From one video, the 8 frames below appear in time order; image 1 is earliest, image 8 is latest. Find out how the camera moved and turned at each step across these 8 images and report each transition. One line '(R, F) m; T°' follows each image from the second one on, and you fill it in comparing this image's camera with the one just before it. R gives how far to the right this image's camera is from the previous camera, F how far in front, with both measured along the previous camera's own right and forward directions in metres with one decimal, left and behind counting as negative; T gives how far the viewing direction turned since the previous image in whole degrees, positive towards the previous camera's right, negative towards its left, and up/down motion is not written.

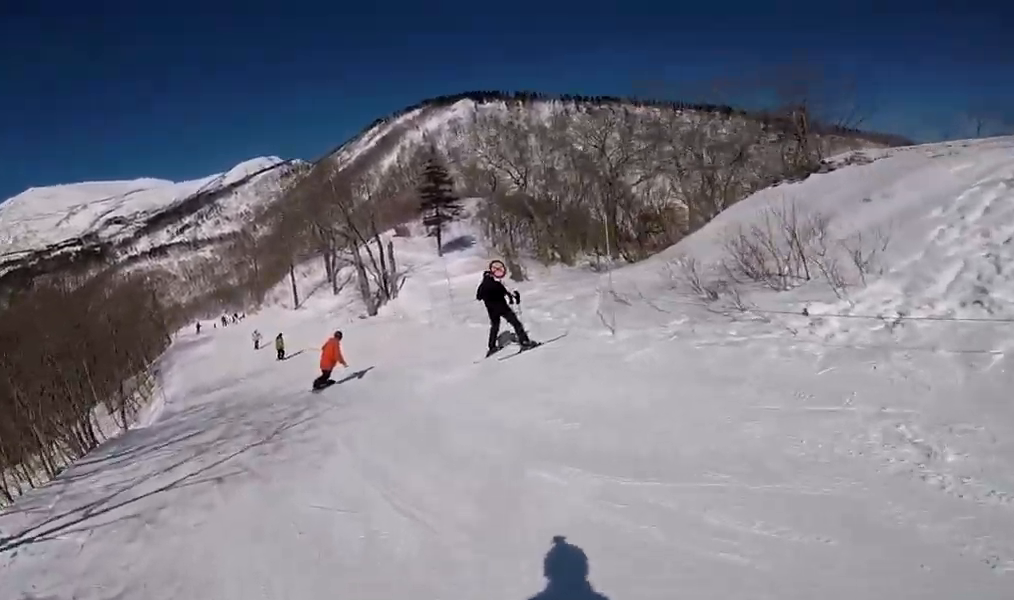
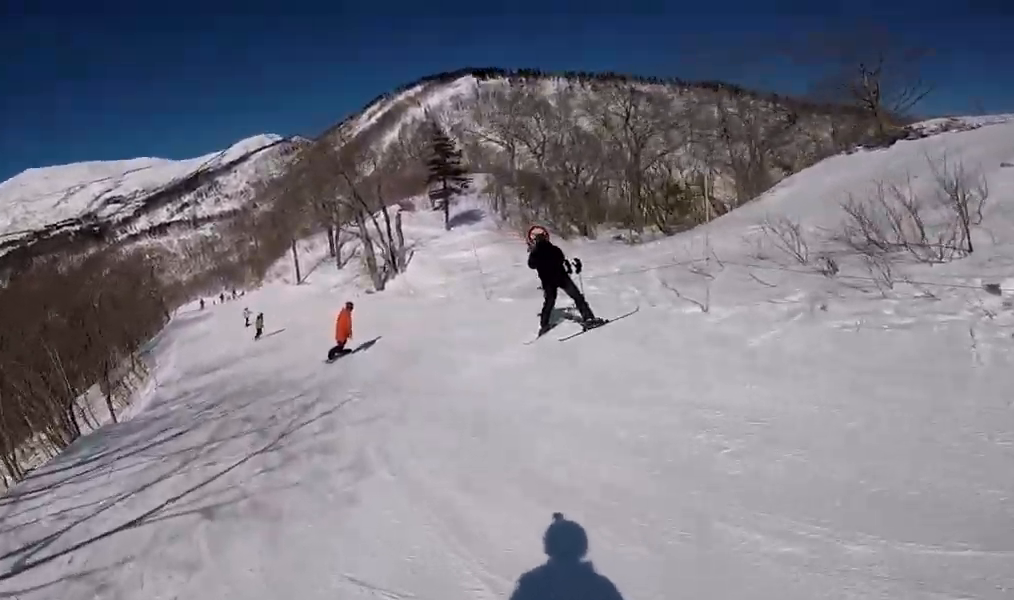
(0.0, +1.9) m; -2°
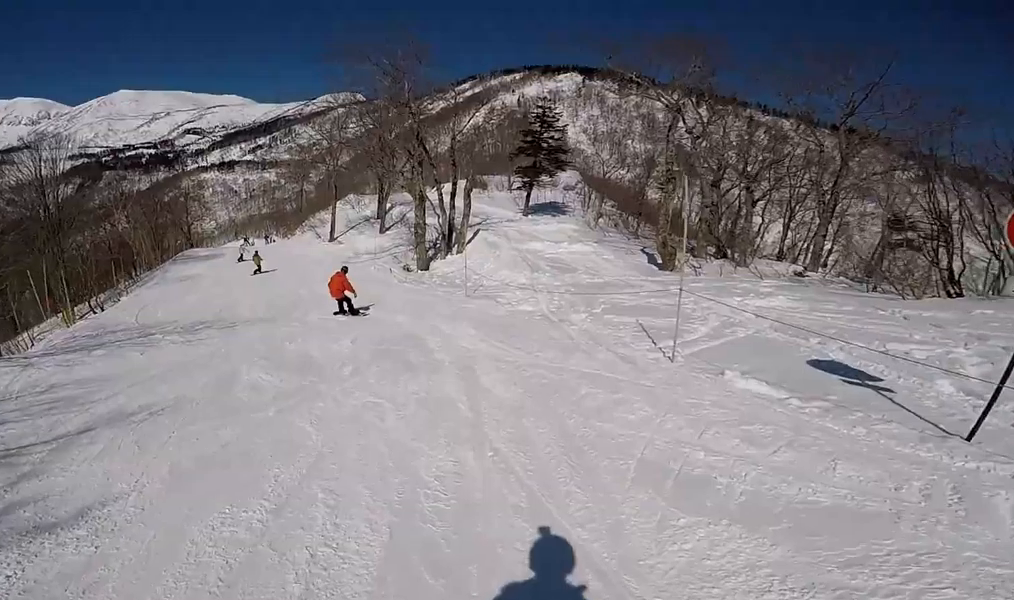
(-0.9, +8.3) m; -15°
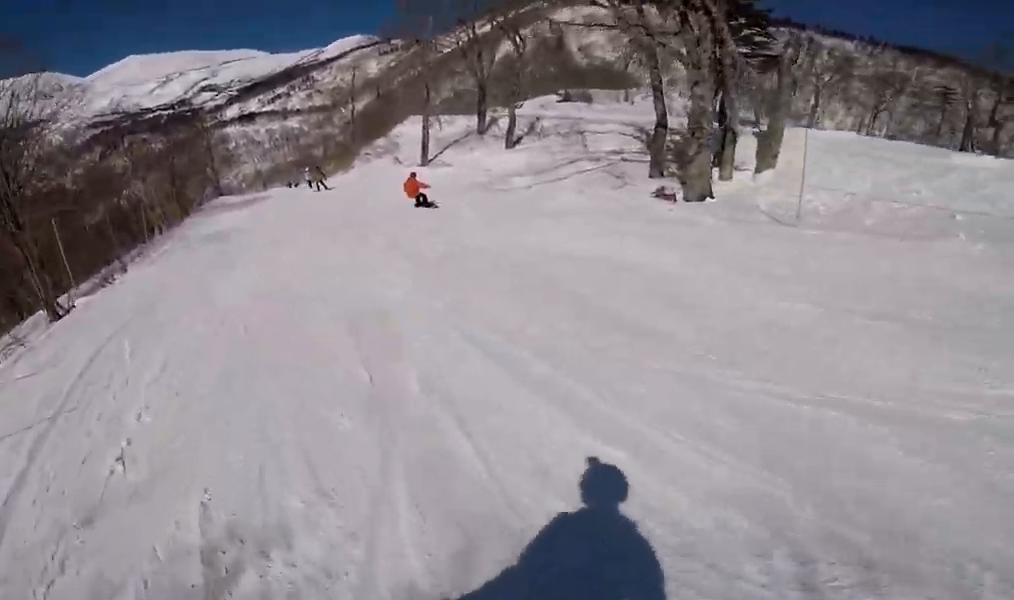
(-3.3, +13.4) m; -2°
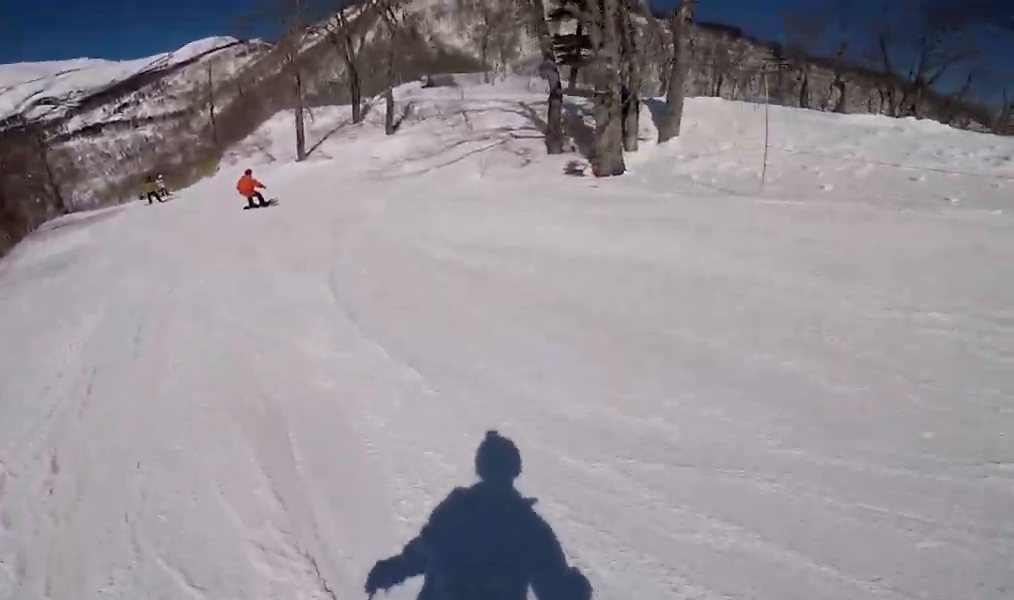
(+0.6, +2.0) m; +4°
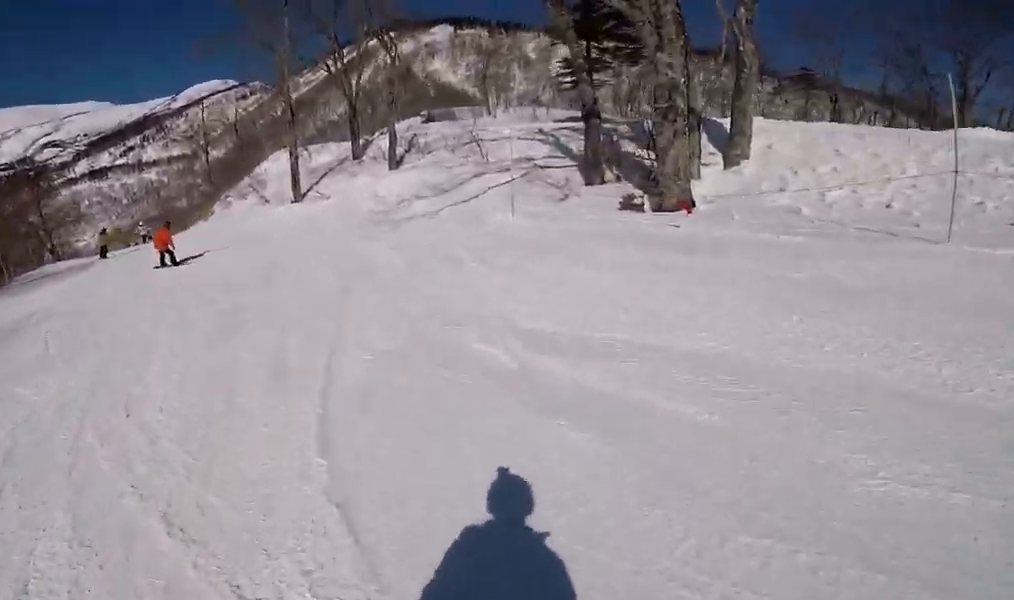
(+0.8, +2.2) m; +4°
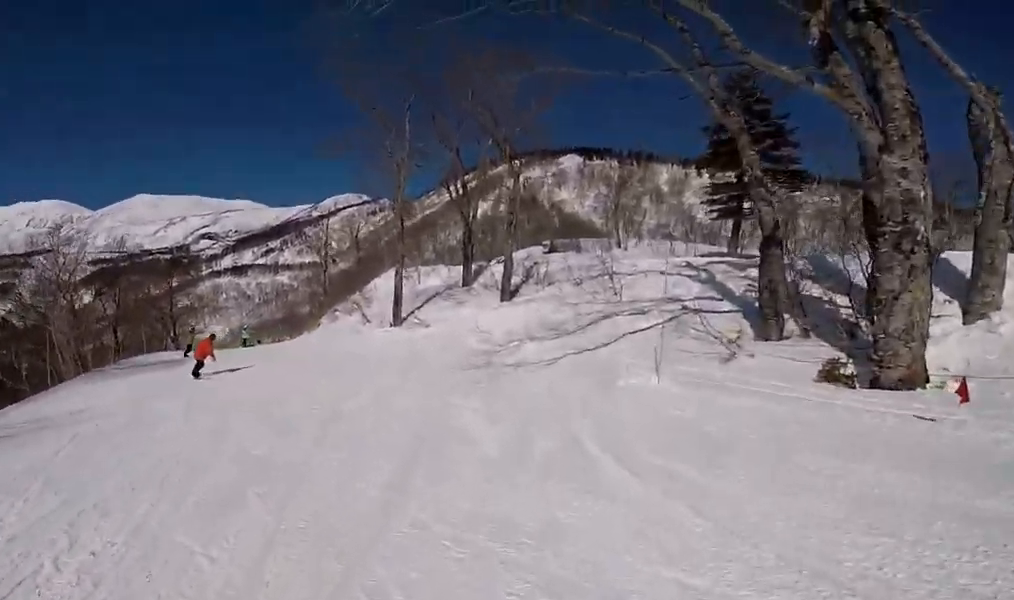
(-0.5, +2.0) m; -16°
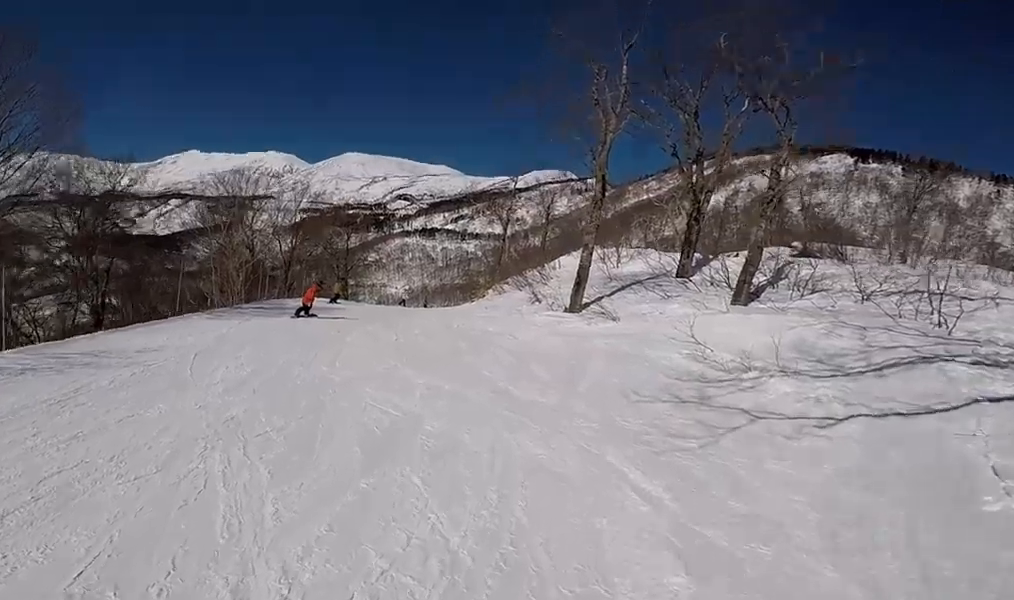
(-0.6, +3.1) m; -18°
